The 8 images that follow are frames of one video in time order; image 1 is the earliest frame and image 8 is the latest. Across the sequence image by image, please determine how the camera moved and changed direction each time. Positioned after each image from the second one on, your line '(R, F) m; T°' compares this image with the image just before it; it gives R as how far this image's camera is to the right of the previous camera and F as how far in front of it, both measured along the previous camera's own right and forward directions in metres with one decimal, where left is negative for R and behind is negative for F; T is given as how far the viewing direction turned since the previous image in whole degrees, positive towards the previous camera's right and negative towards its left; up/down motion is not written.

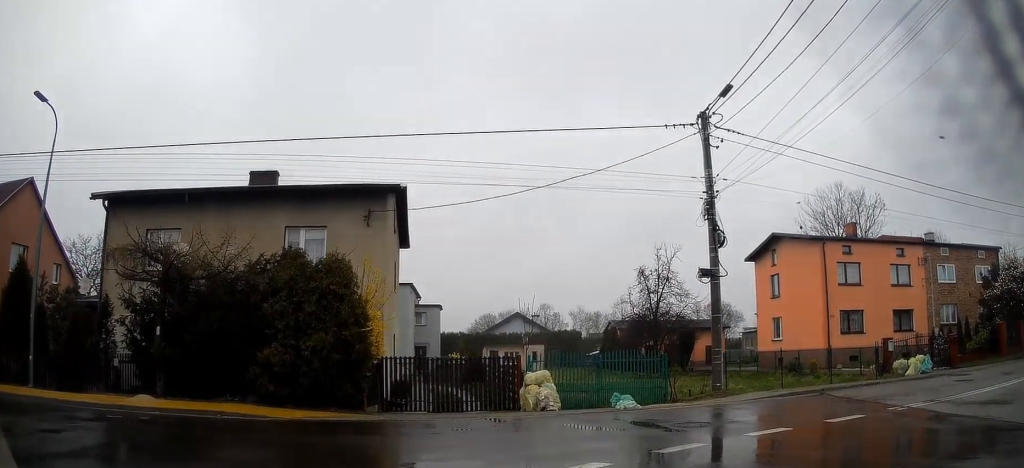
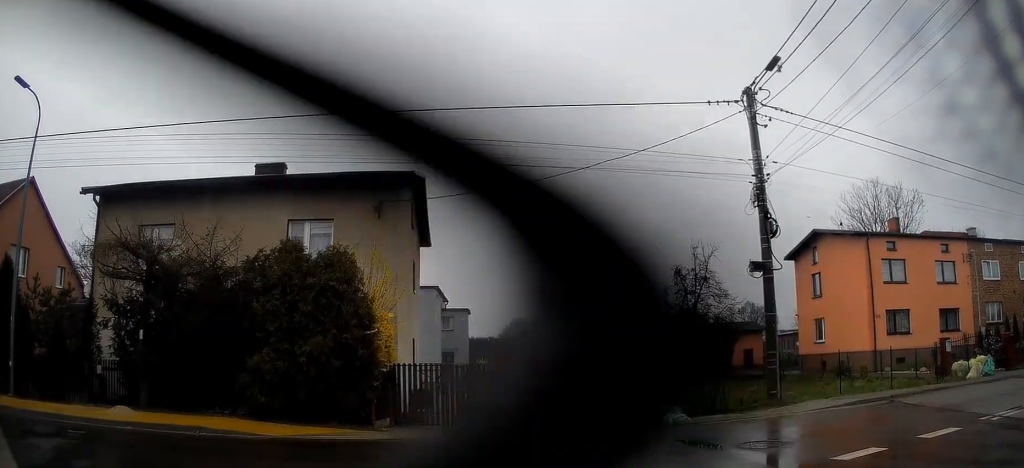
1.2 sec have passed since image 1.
(0.0, +2.6) m; -8°
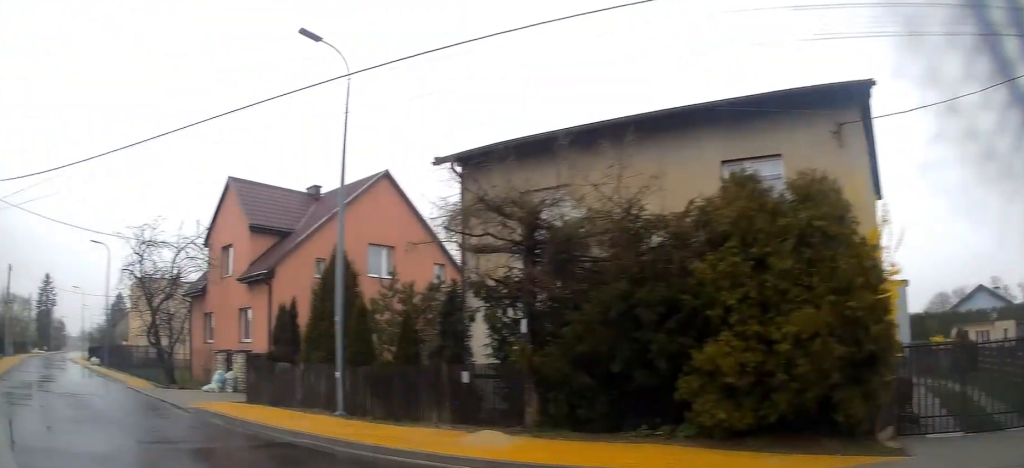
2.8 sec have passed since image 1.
(-1.6, +3.3) m; -50°
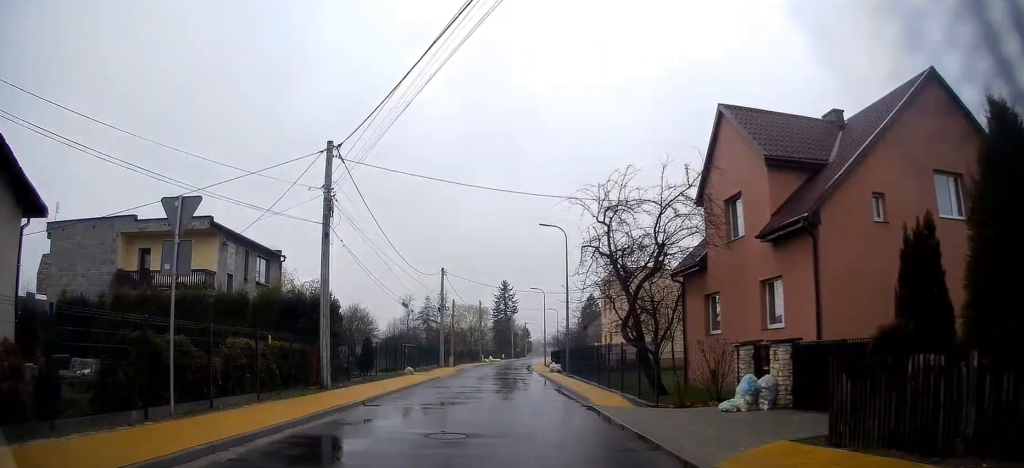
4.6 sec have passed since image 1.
(-2.1, +7.0) m; -22°
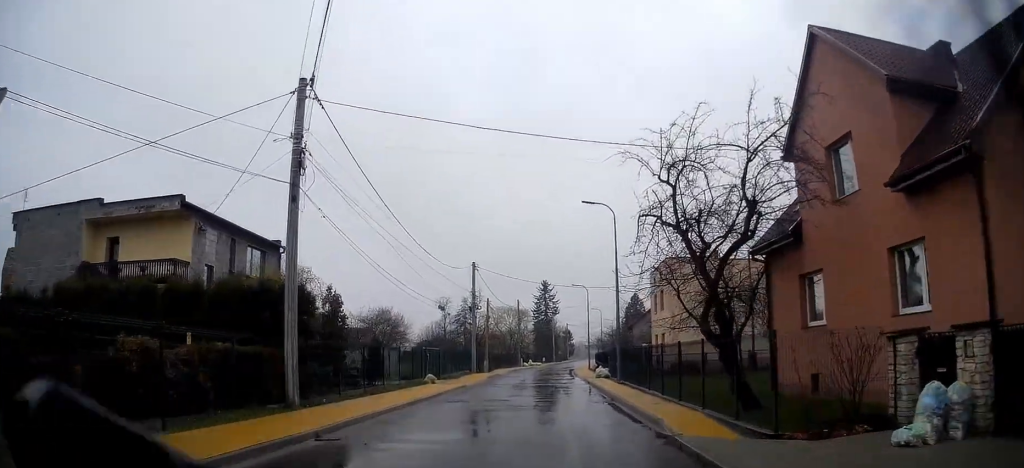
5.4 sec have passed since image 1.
(0.0, +4.9) m; -6°
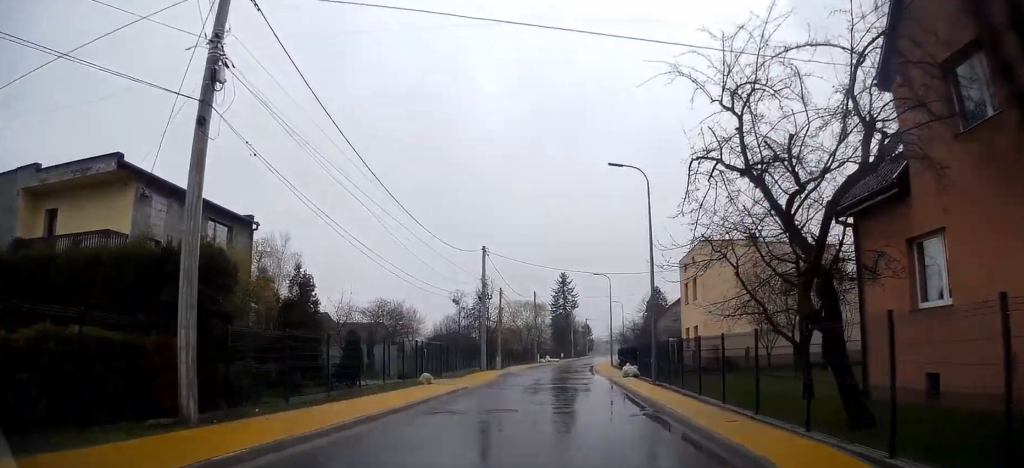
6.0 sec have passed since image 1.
(-0.4, +4.7) m; -1°
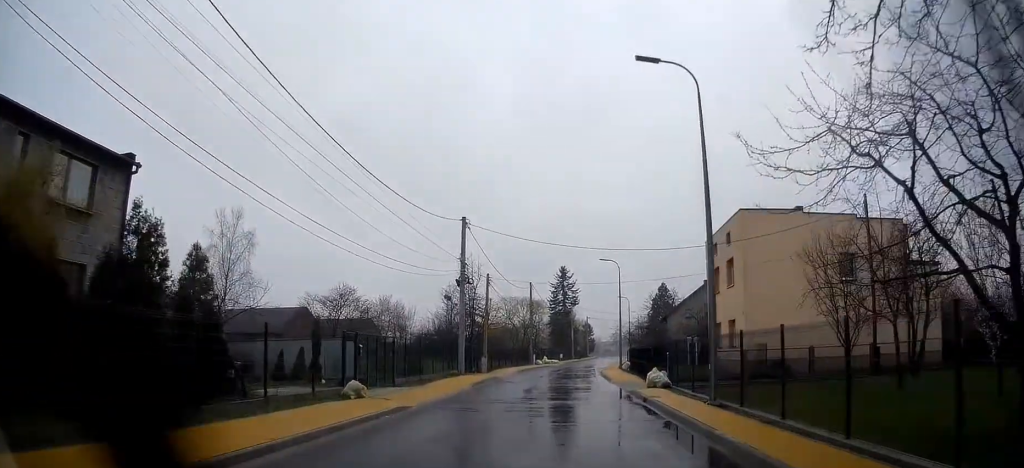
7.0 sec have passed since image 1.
(+0.1, +8.3) m; 0°
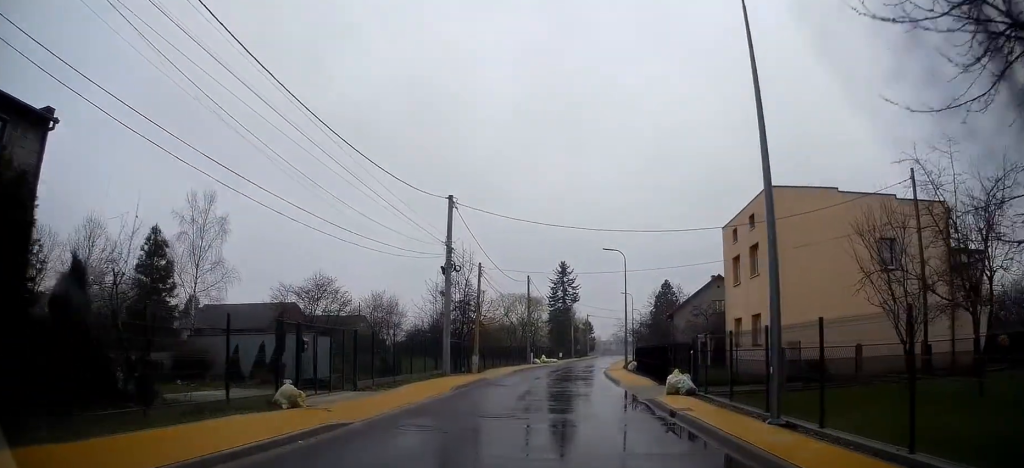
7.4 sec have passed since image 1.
(+0.2, +3.9) m; 0°
